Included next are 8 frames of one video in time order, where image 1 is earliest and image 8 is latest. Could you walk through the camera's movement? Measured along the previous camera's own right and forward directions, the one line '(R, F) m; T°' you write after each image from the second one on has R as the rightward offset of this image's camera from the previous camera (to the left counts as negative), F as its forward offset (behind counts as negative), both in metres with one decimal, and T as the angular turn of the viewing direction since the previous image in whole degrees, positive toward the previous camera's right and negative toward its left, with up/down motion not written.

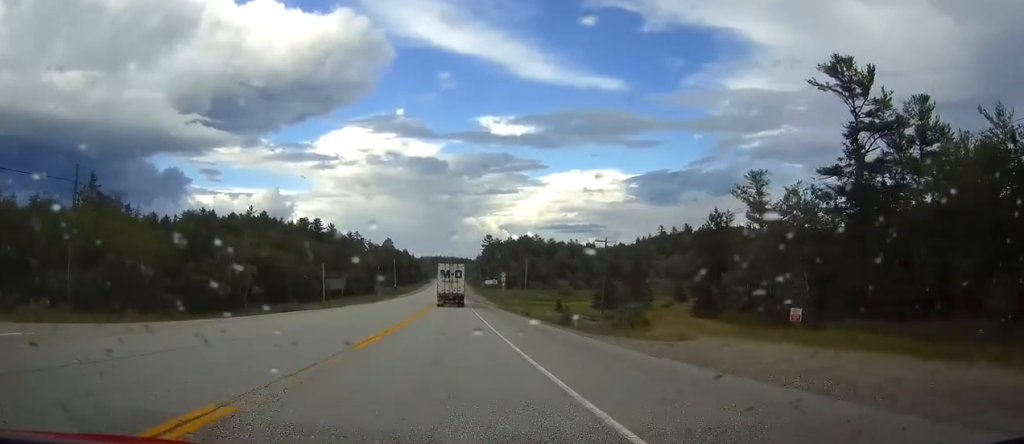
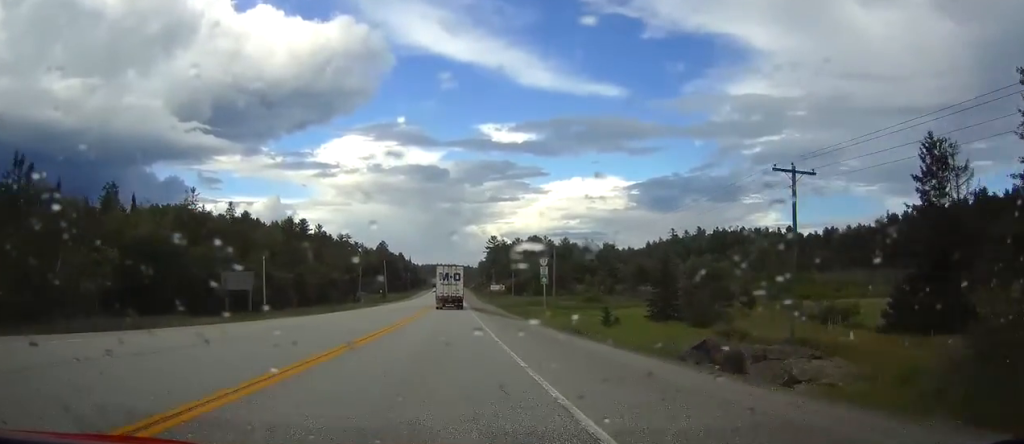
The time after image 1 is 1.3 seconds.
(-0.1, +37.4) m; 0°
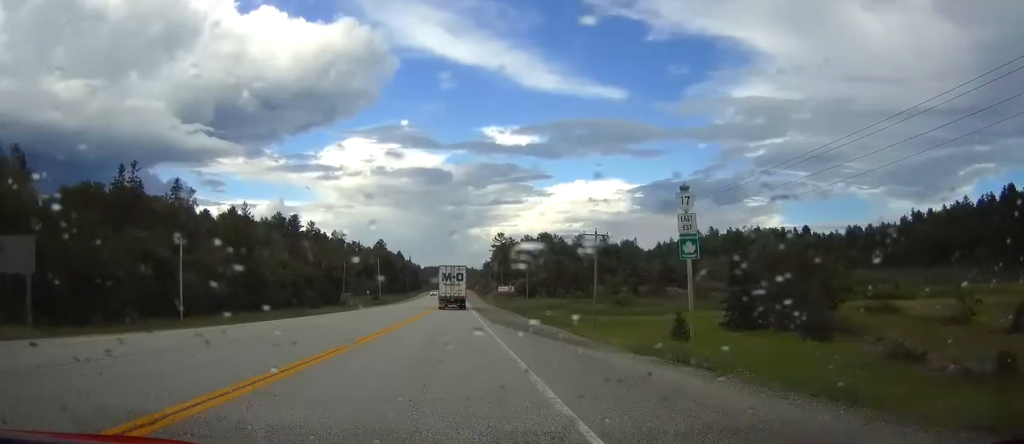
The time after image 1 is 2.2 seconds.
(0.0, +26.5) m; 0°
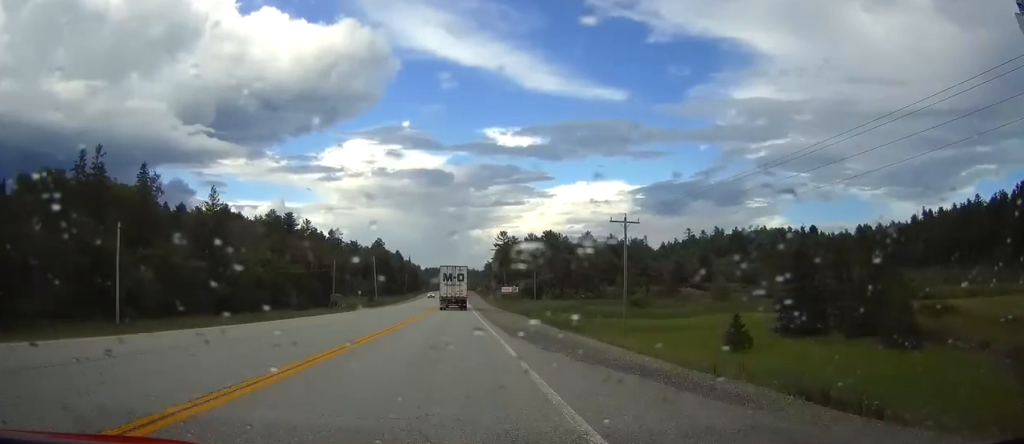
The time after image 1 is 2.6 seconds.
(0.0, +11.8) m; 0°
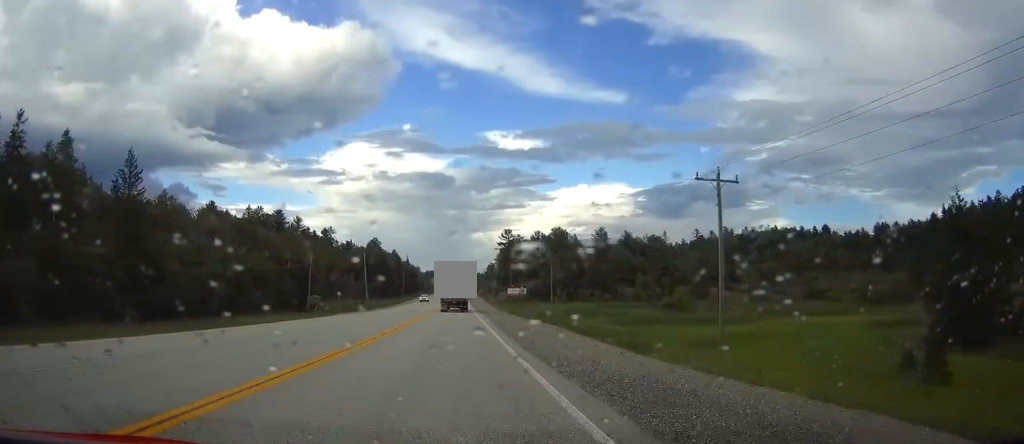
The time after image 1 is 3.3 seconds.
(-0.1, +20.6) m; 0°
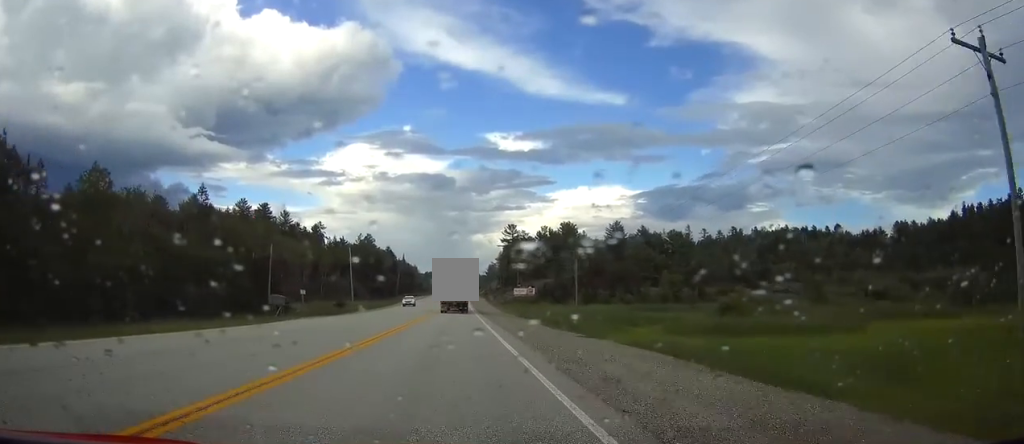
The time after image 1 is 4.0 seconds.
(+0.1, +21.6) m; 0°
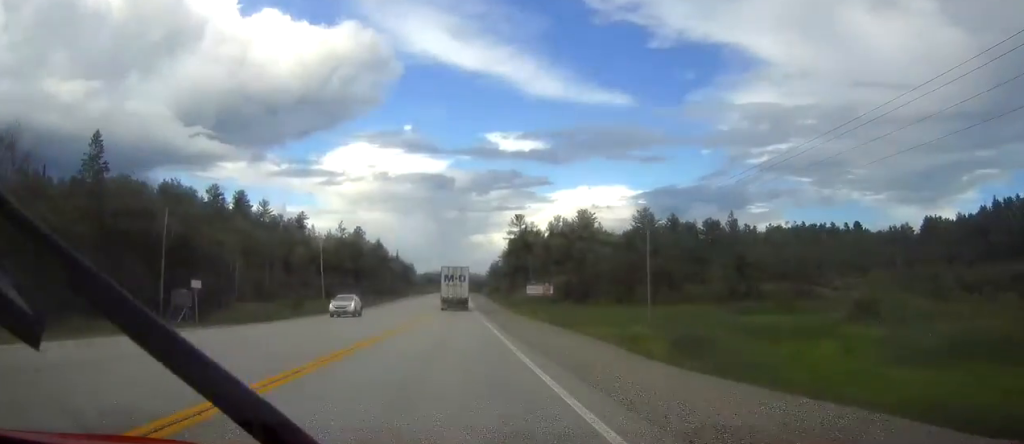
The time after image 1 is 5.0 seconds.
(0.0, +30.5) m; 0°
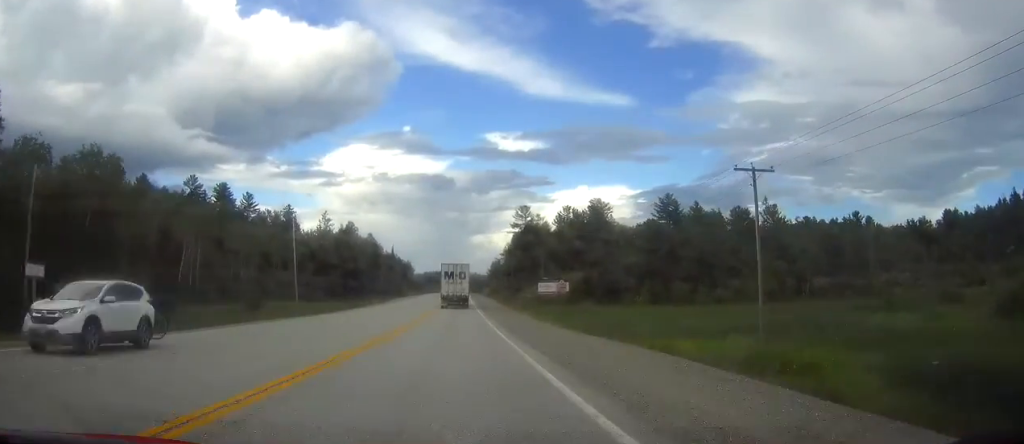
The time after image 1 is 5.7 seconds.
(0.0, +18.7) m; 0°
